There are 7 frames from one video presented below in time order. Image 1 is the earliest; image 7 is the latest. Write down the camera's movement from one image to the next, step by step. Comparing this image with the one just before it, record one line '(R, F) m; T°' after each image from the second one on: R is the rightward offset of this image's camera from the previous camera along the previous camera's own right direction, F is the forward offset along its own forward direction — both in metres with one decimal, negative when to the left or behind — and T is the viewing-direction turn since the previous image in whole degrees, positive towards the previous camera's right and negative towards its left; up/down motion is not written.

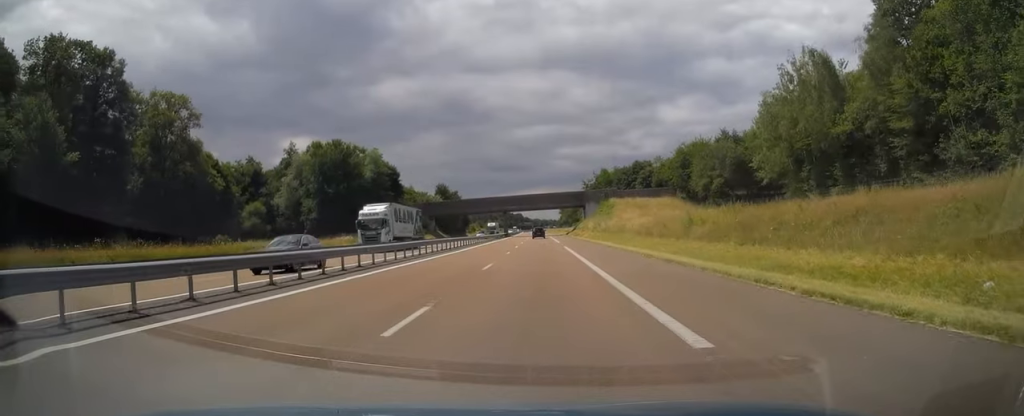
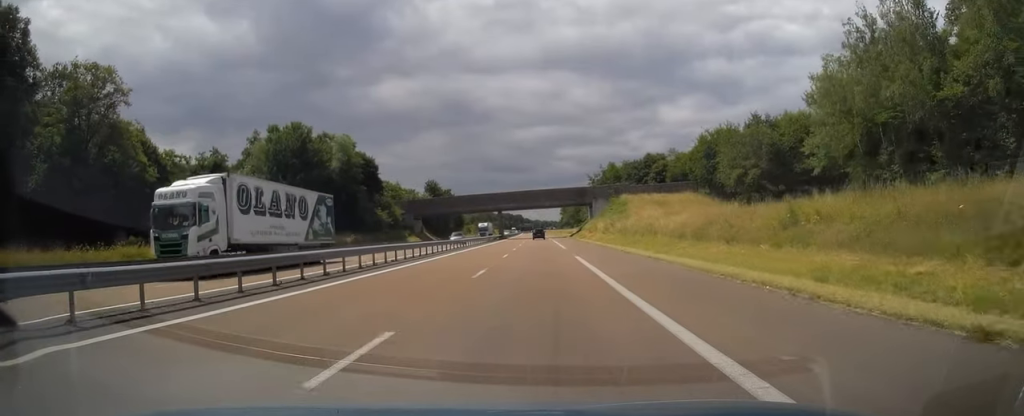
(+0.1, +15.7) m; 0°
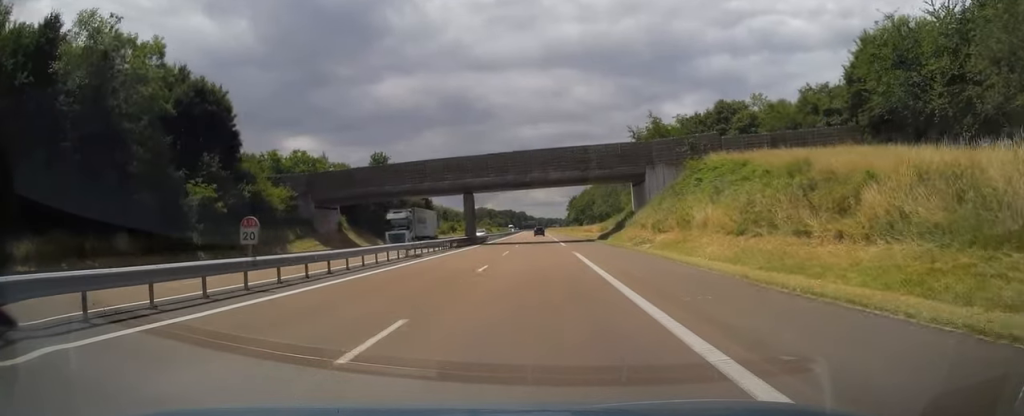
(-0.4, +51.5) m; -1°
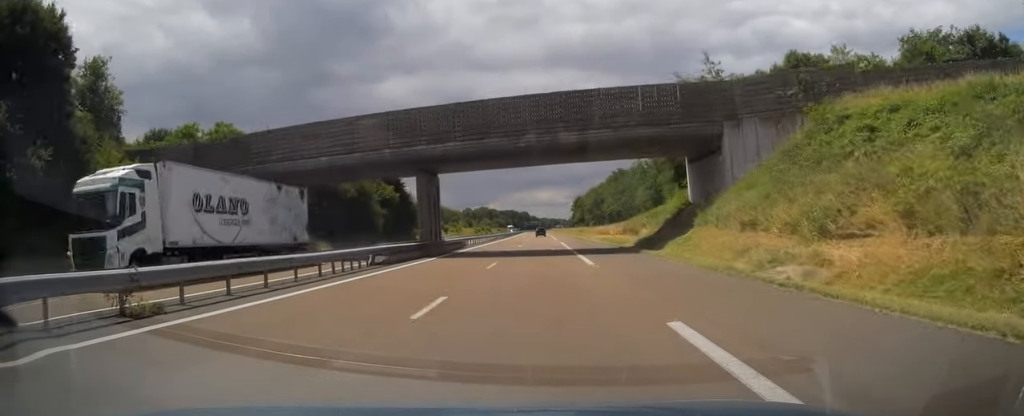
(0.0, +23.1) m; 0°
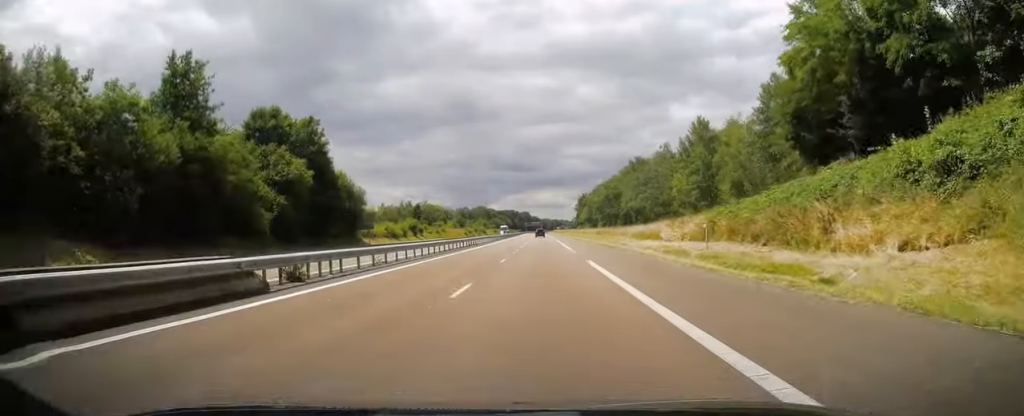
(-0.1, +36.3) m; 0°
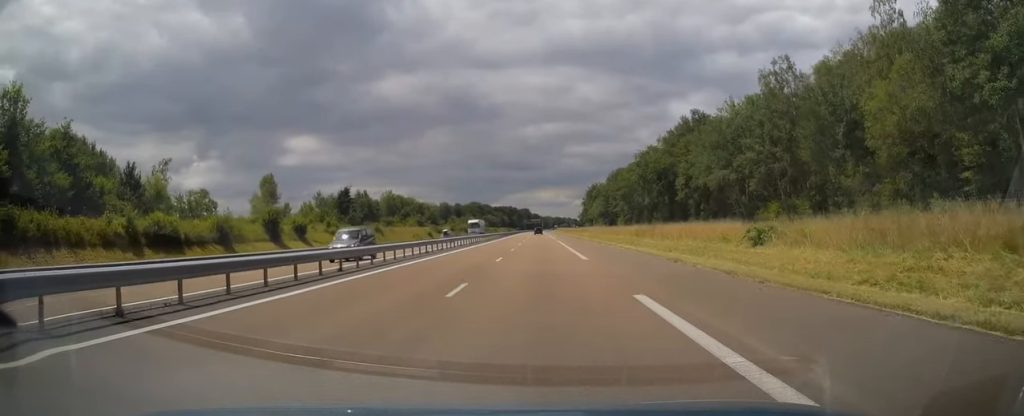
(-0.4, +65.8) m; 0°
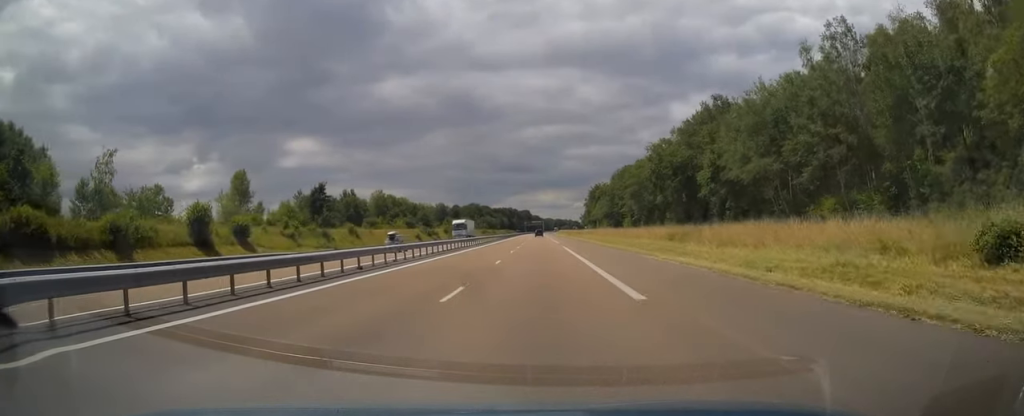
(0.0, +13.8) m; 0°
